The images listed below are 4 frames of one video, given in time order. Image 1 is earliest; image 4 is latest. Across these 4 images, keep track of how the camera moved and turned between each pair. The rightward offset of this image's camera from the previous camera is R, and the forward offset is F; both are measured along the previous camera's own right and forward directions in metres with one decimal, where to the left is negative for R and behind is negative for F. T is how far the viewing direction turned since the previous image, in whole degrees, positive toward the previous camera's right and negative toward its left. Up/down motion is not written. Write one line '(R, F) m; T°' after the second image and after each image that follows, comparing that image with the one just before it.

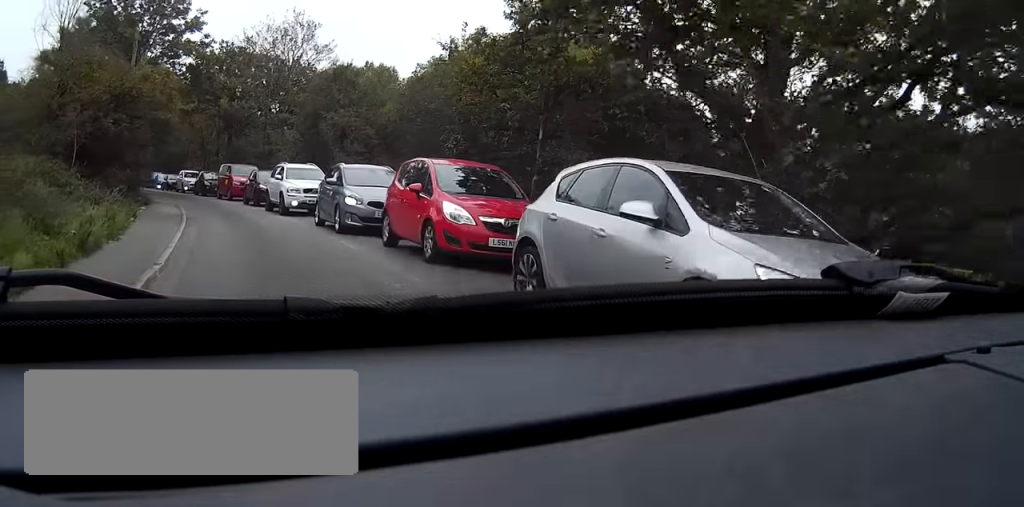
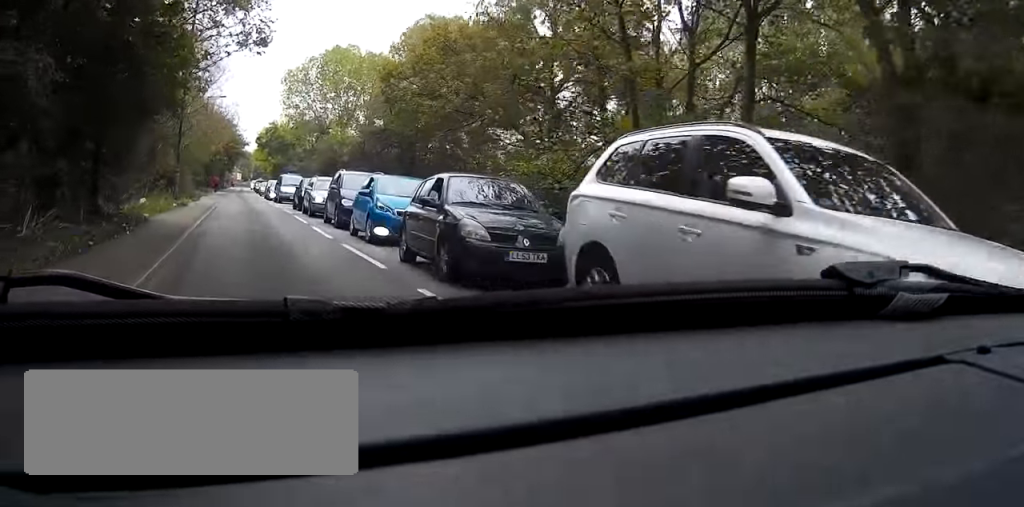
(-5.5, +51.0) m; -14°
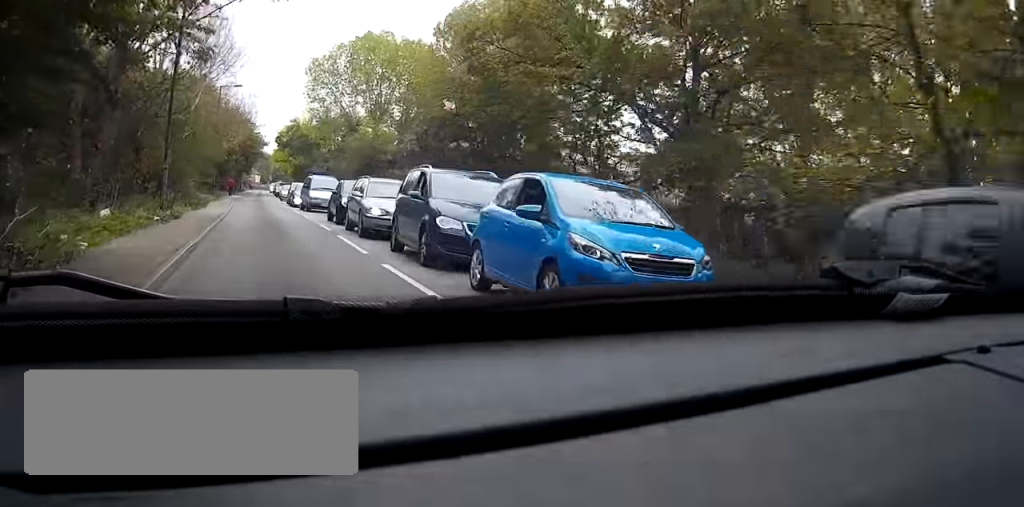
(0.0, +8.7) m; -1°
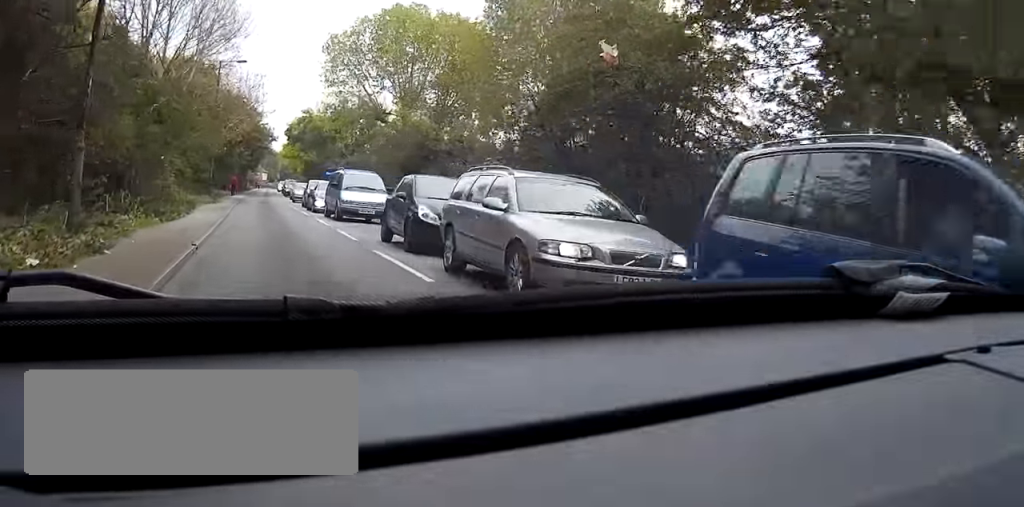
(-0.2, +10.4) m; -2°
